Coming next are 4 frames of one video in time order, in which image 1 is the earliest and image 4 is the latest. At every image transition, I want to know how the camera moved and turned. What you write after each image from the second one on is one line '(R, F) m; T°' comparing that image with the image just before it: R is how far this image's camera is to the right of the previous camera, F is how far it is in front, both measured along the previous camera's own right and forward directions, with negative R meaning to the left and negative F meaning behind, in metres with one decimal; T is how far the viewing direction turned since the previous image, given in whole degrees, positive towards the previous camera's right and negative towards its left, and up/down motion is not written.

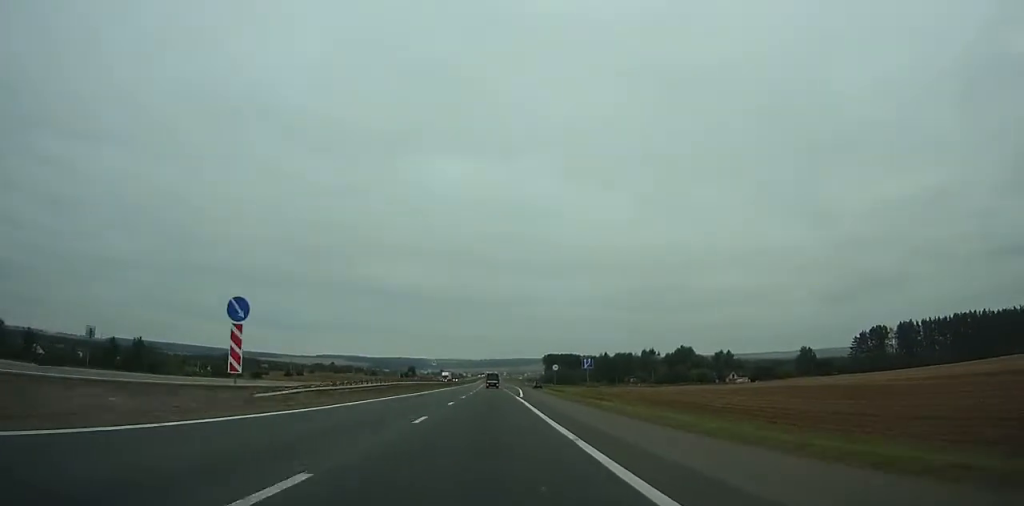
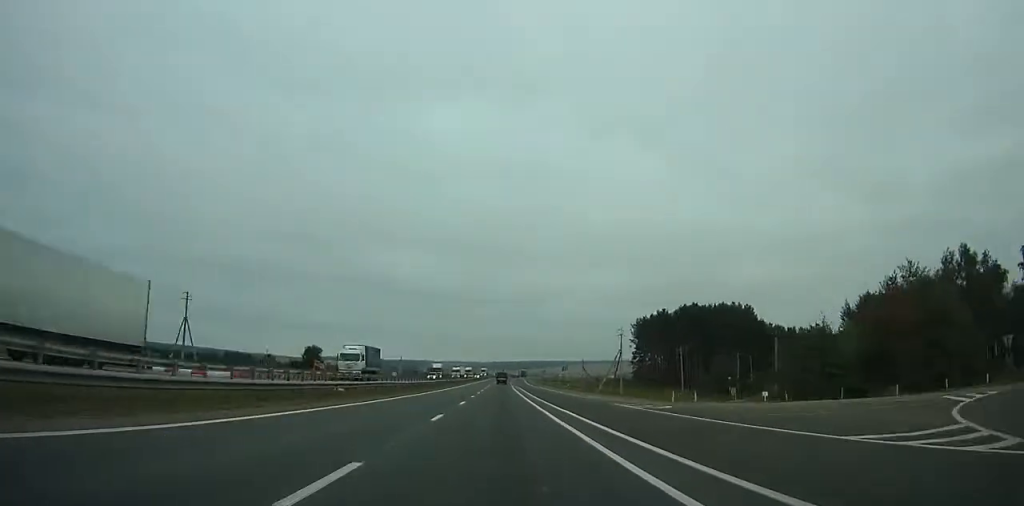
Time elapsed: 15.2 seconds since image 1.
(-5.4, +258.6) m; -2°
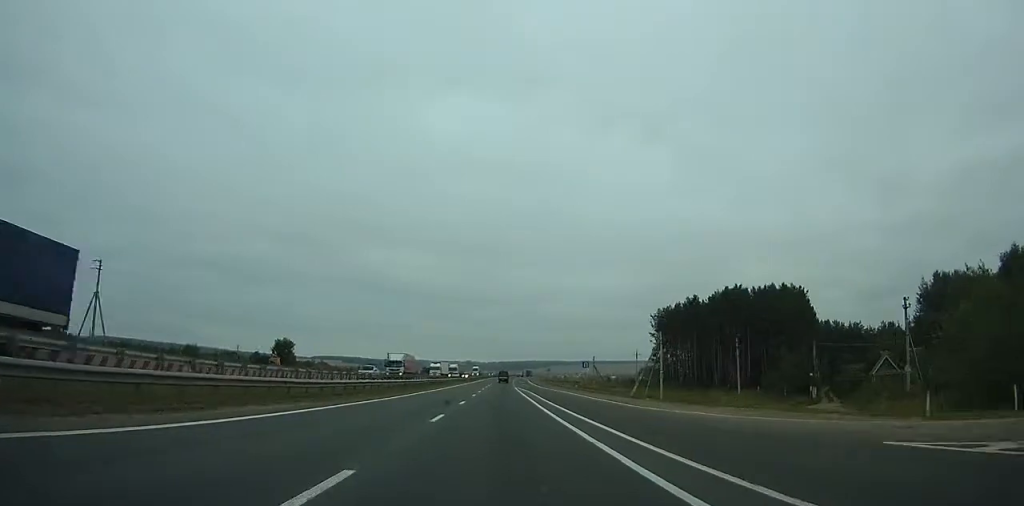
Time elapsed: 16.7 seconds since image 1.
(+0.1, +25.2) m; 0°
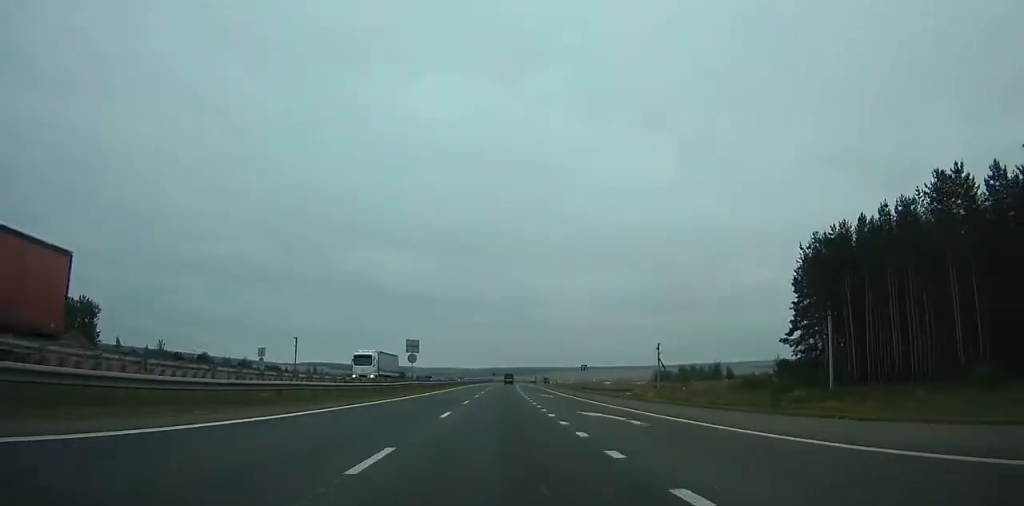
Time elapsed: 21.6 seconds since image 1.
(+0.4, +82.2) m; +1°
